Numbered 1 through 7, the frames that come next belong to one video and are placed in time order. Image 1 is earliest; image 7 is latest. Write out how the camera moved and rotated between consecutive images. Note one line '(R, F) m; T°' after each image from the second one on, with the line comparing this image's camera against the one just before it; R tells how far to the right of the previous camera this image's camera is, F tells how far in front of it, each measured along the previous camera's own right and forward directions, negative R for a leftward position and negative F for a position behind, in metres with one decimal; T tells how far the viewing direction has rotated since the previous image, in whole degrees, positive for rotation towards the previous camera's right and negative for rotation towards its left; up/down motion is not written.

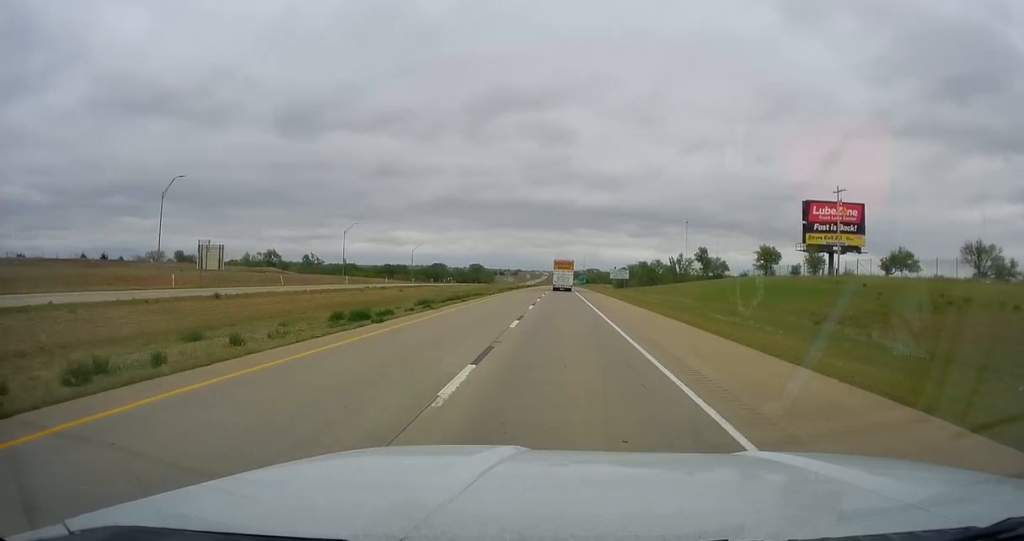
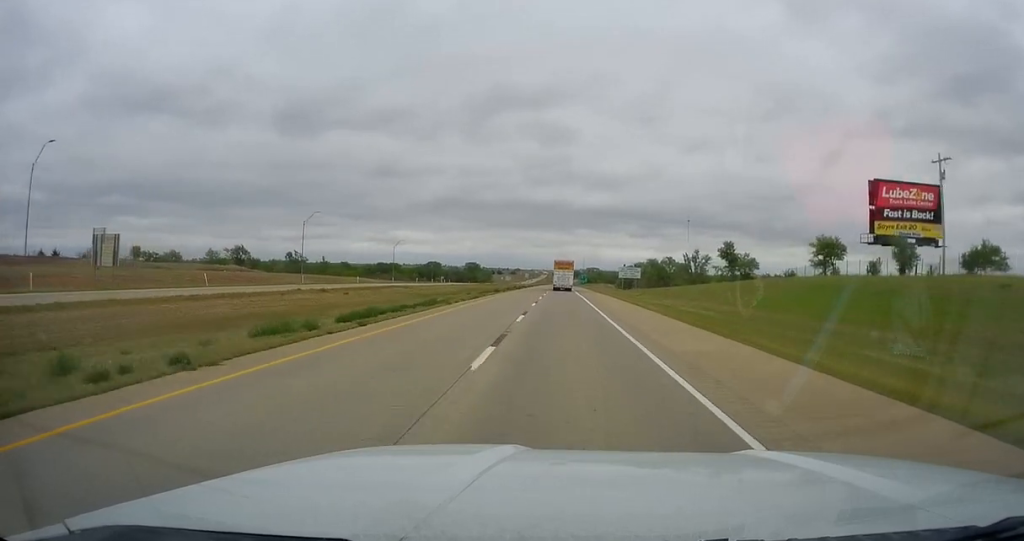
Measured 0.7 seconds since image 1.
(-0.1, +21.6) m; 0°
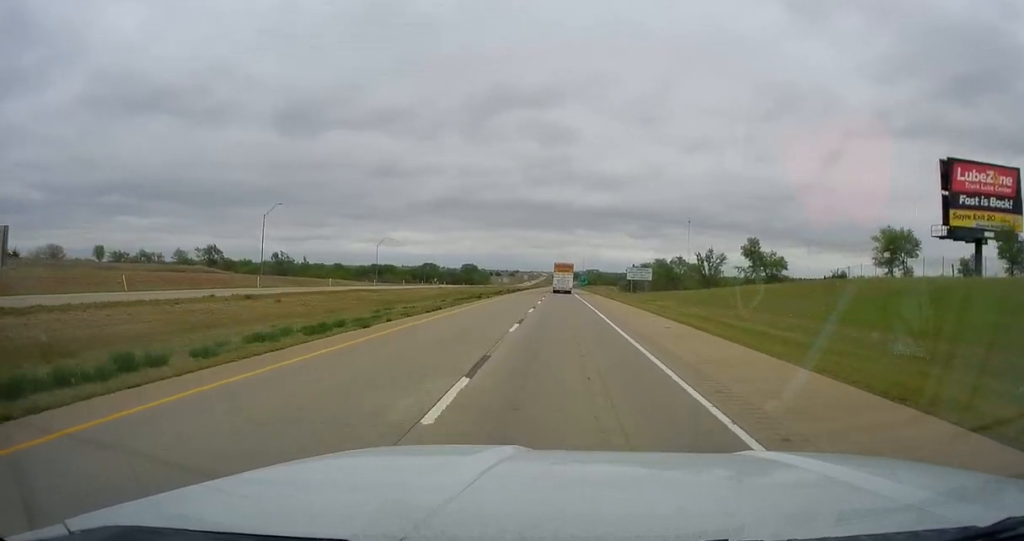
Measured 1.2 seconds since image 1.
(-0.4, +15.8) m; 0°
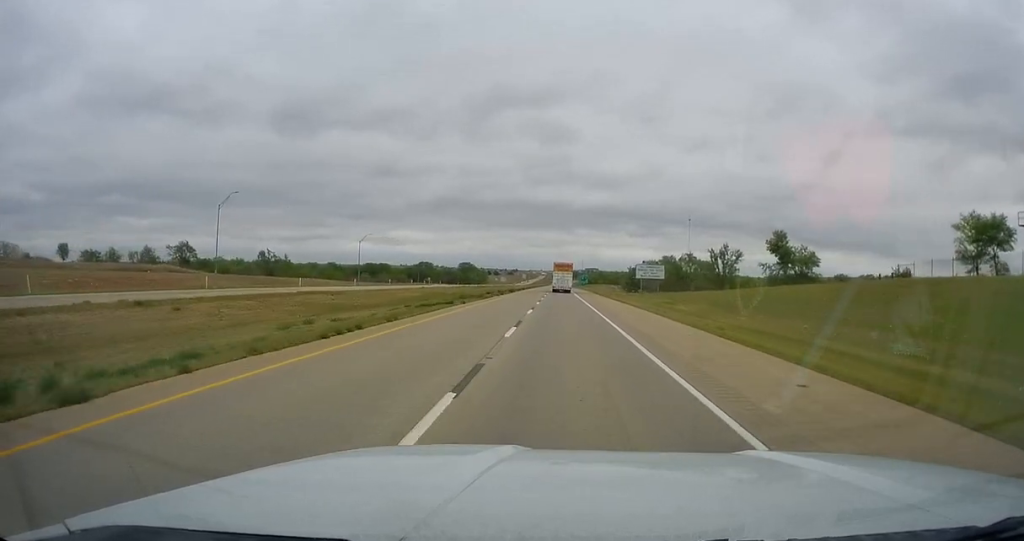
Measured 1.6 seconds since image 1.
(+0.1, +13.7) m; 0°
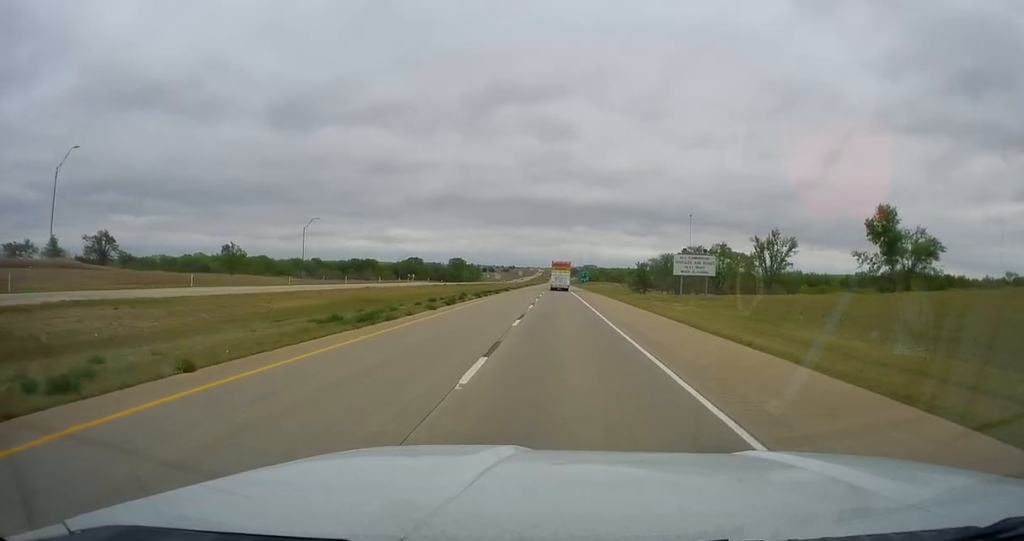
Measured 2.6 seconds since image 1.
(+0.1, +32.2) m; 0°
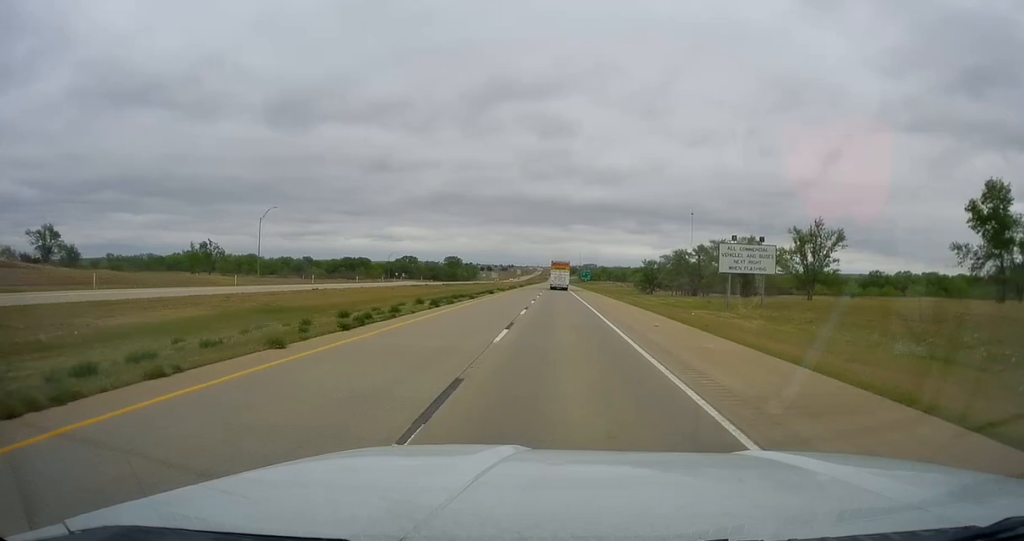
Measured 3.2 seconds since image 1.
(-0.3, +18.0) m; 0°
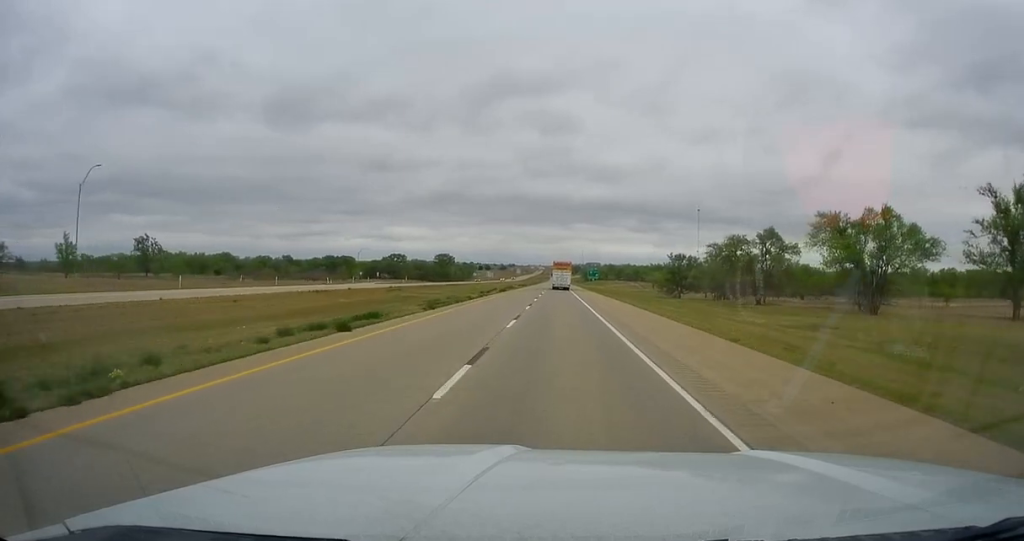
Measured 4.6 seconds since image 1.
(+0.7, +43.6) m; +1°
